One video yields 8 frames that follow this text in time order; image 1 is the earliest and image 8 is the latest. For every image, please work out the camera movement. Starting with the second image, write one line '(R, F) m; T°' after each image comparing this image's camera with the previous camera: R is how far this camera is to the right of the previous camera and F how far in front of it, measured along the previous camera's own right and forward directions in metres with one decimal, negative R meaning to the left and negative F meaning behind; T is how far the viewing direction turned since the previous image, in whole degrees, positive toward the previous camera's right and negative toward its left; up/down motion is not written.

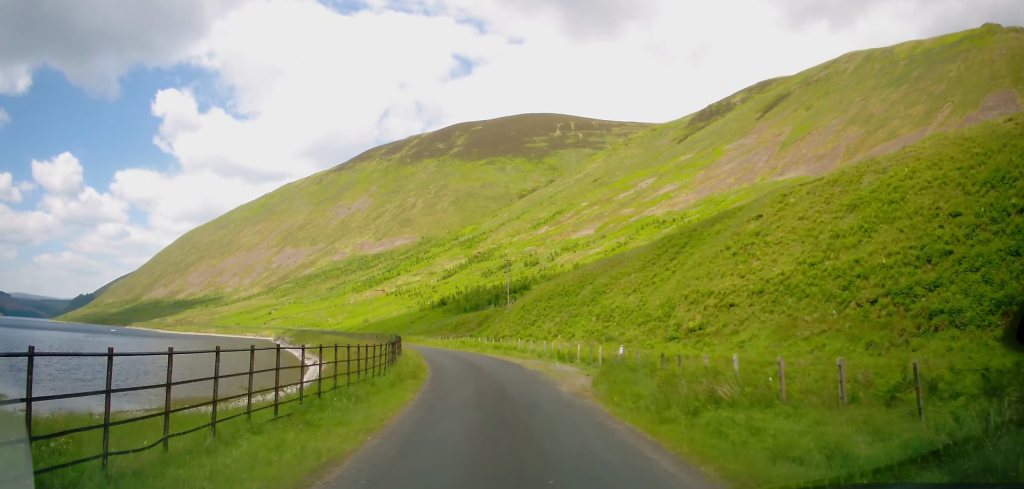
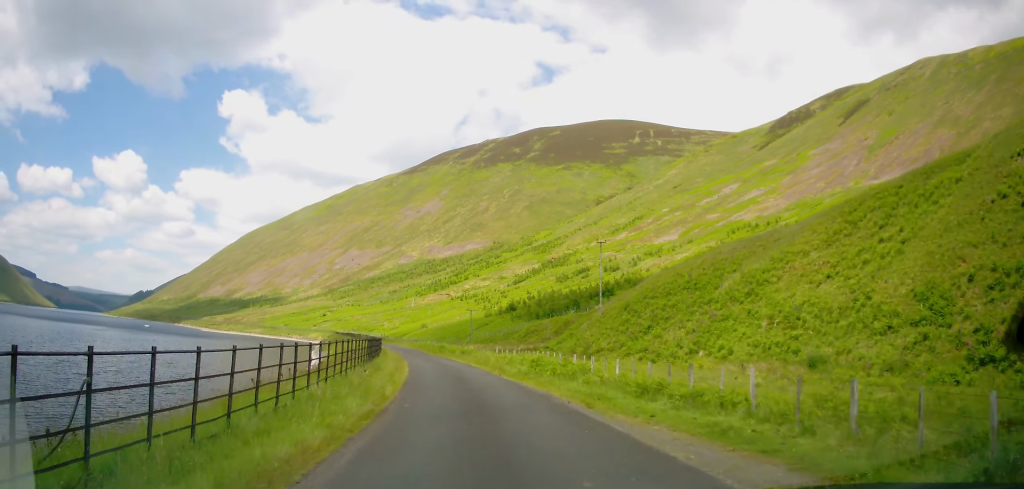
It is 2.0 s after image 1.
(-1.7, +26.9) m; -6°
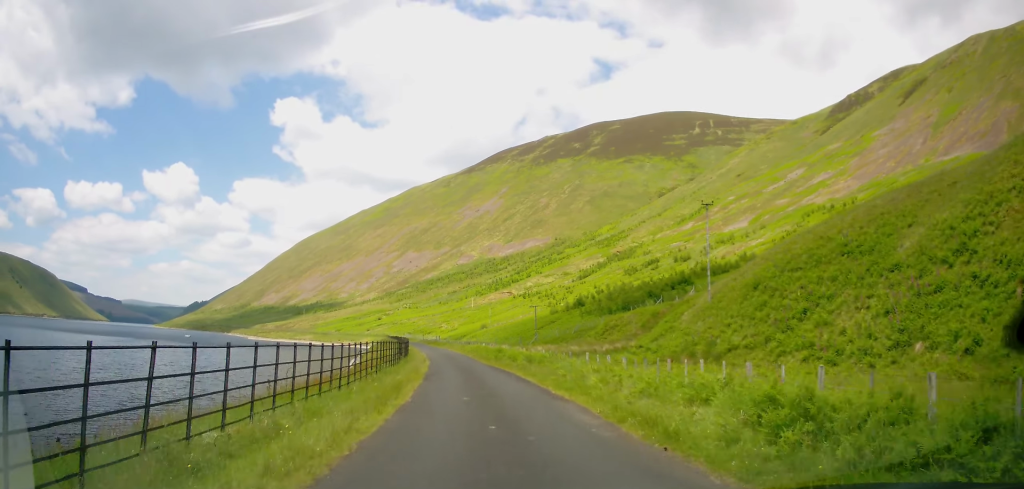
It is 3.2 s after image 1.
(-0.6, +16.3) m; -5°
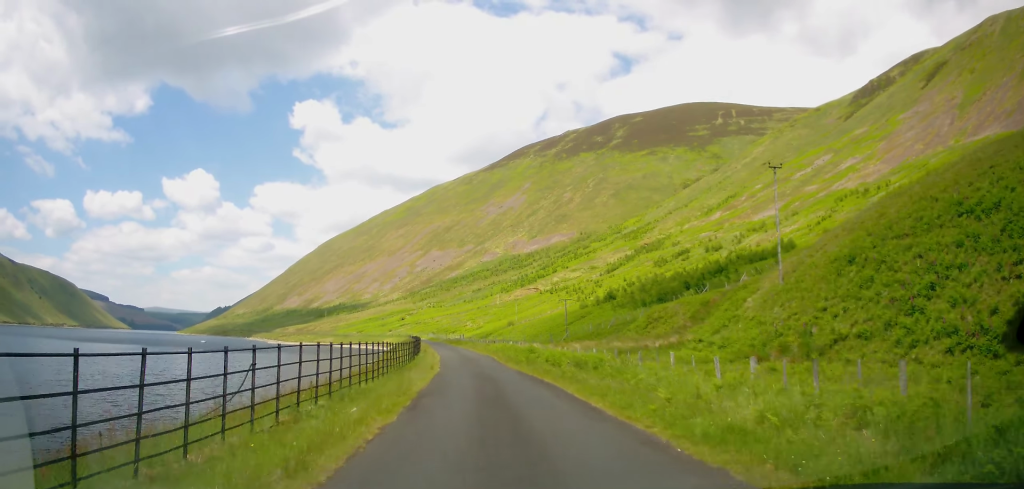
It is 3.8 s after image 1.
(-0.3, +8.7) m; -3°
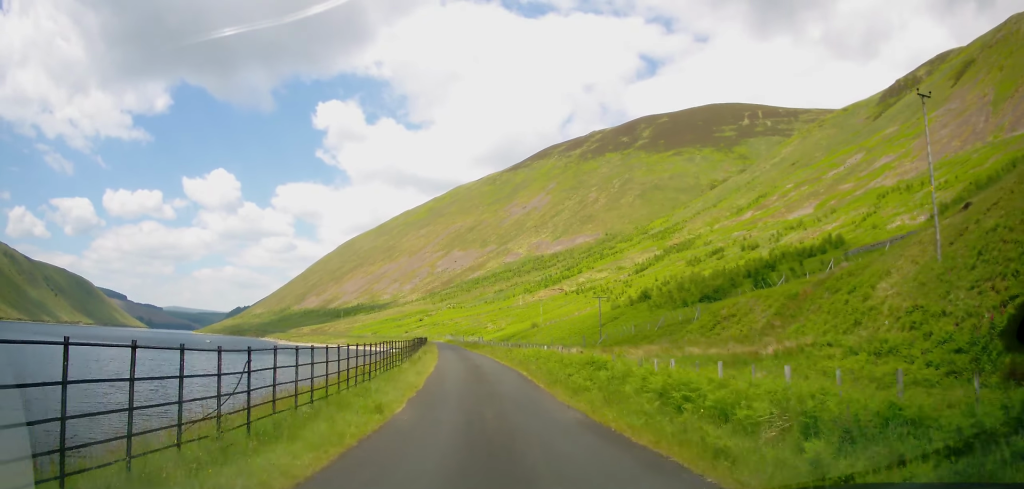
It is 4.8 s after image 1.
(-0.4, +14.2) m; -2°
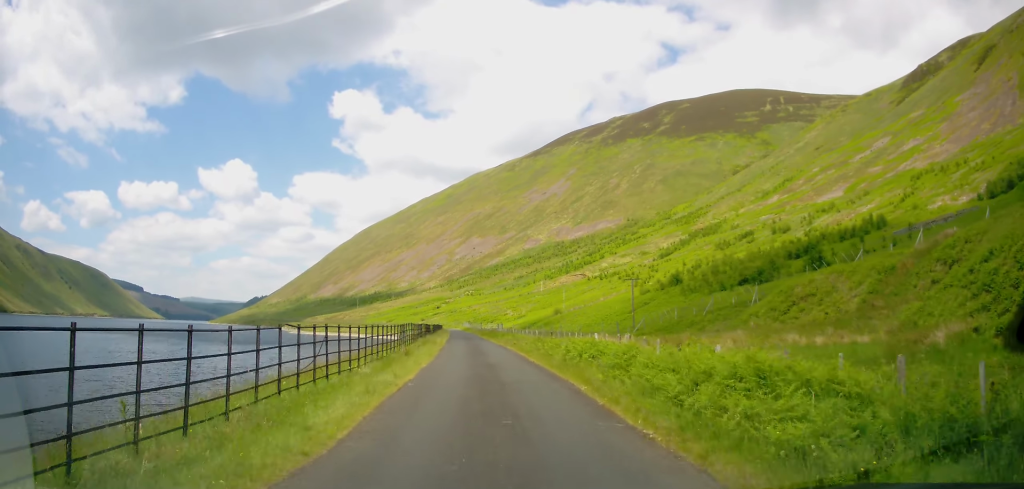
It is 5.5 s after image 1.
(-0.1, +10.3) m; -2°
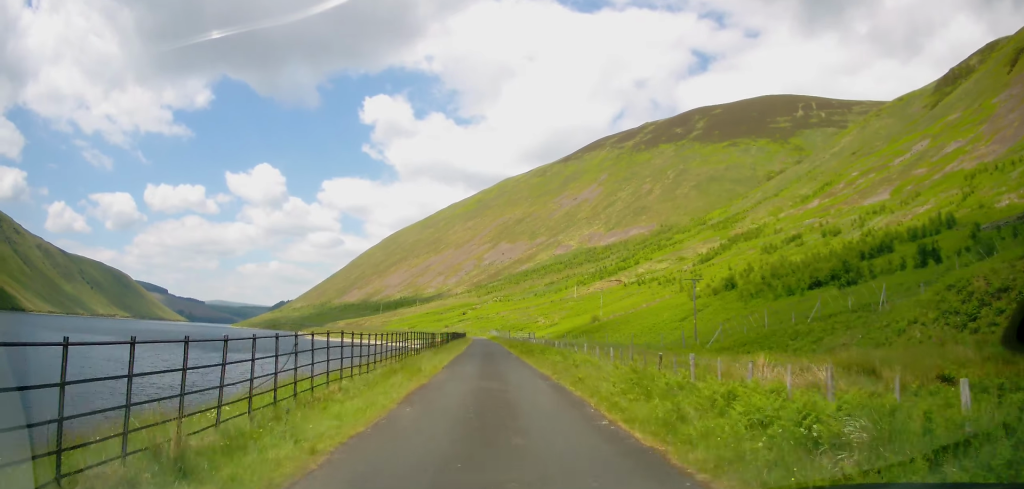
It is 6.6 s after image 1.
(-0.5, +16.1) m; -3°
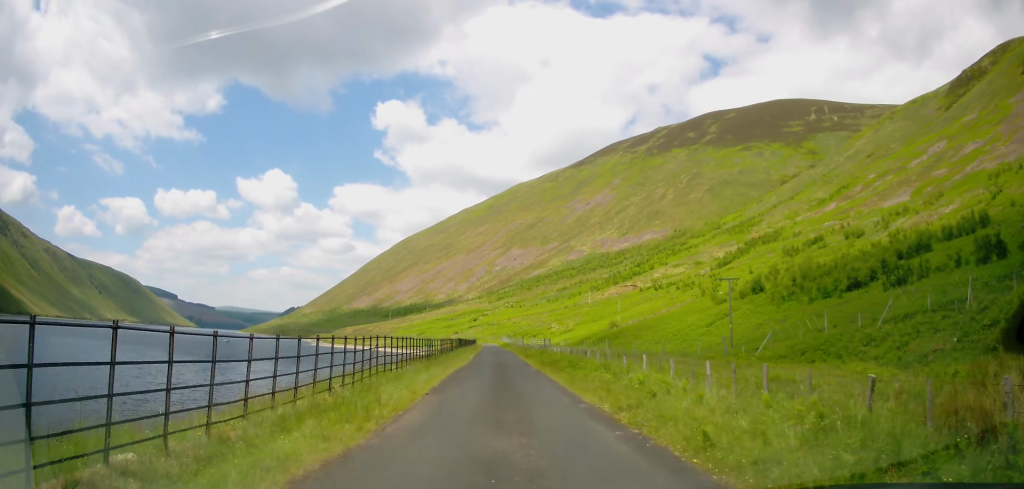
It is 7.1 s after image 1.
(-0.1, +7.7) m; -1°
